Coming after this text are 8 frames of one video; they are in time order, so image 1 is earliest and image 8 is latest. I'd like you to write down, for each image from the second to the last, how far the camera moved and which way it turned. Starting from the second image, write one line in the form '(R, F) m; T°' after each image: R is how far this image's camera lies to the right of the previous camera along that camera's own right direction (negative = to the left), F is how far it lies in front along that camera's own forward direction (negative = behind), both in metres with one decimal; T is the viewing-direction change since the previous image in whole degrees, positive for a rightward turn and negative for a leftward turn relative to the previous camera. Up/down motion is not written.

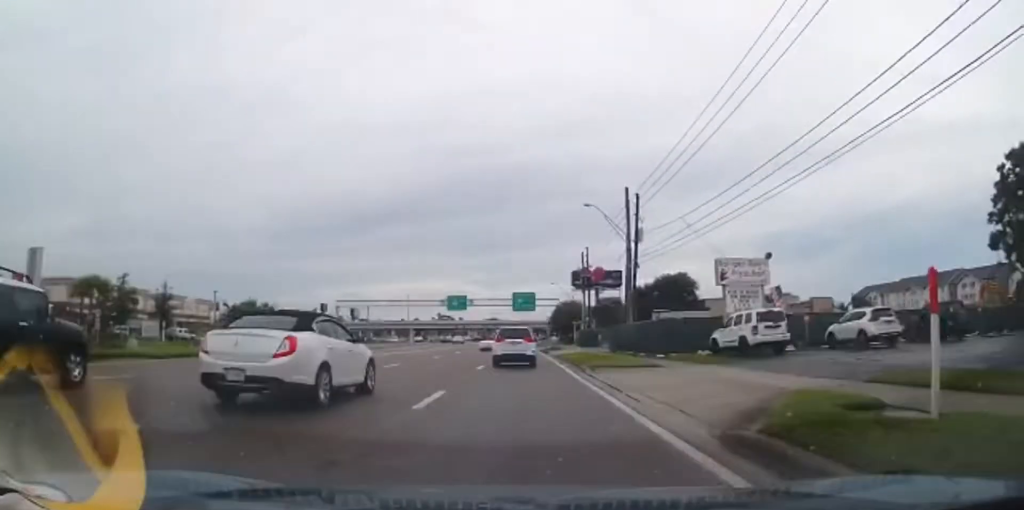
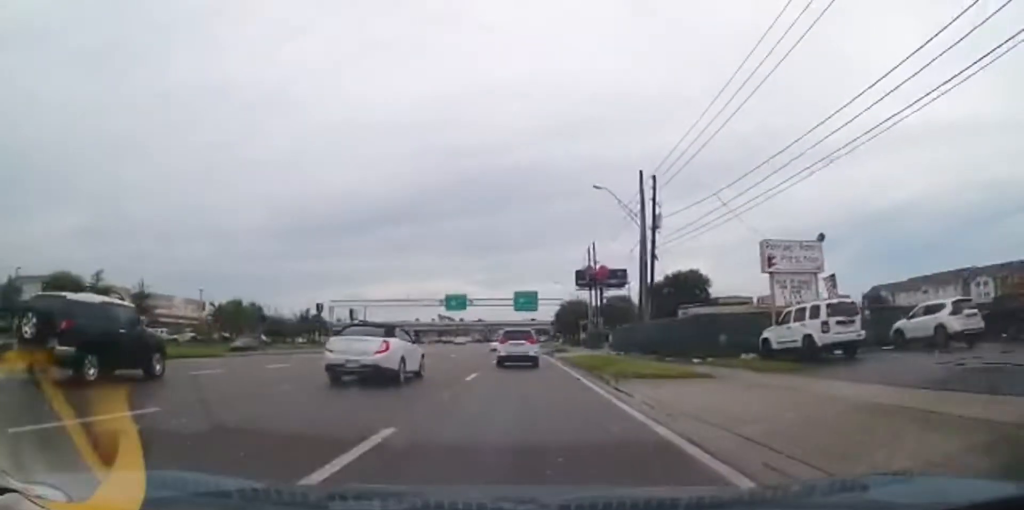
(0.0, +5.1) m; +2°
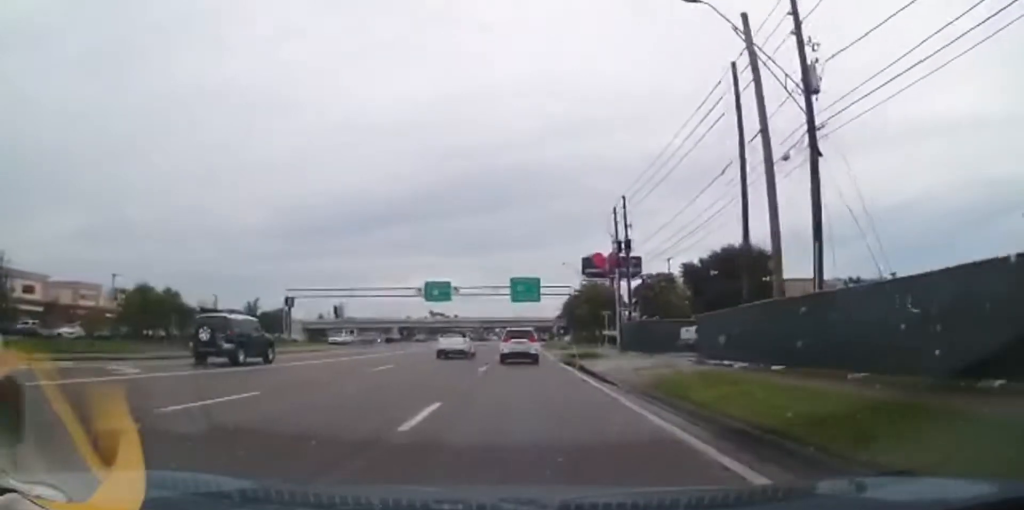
(+0.4, +21.4) m; -1°
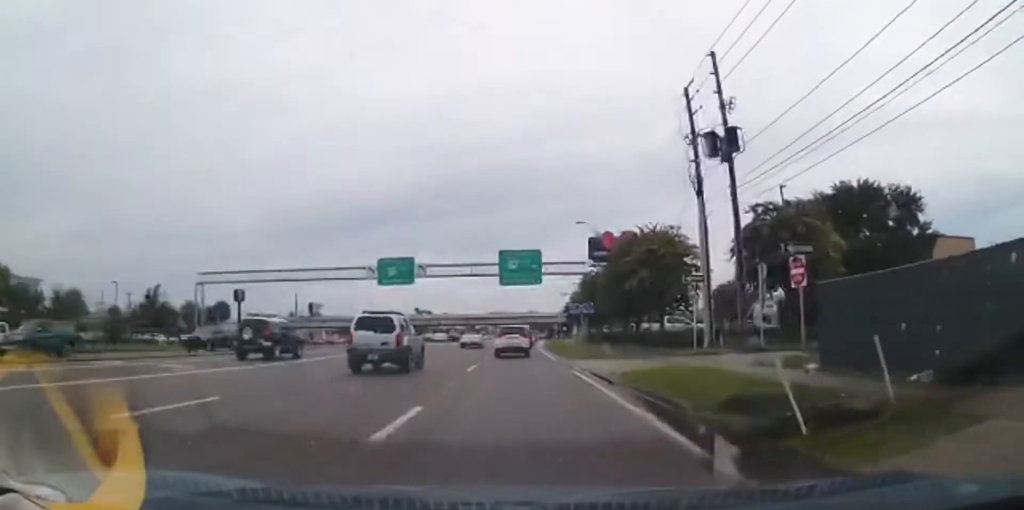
(-0.5, +26.3) m; -1°
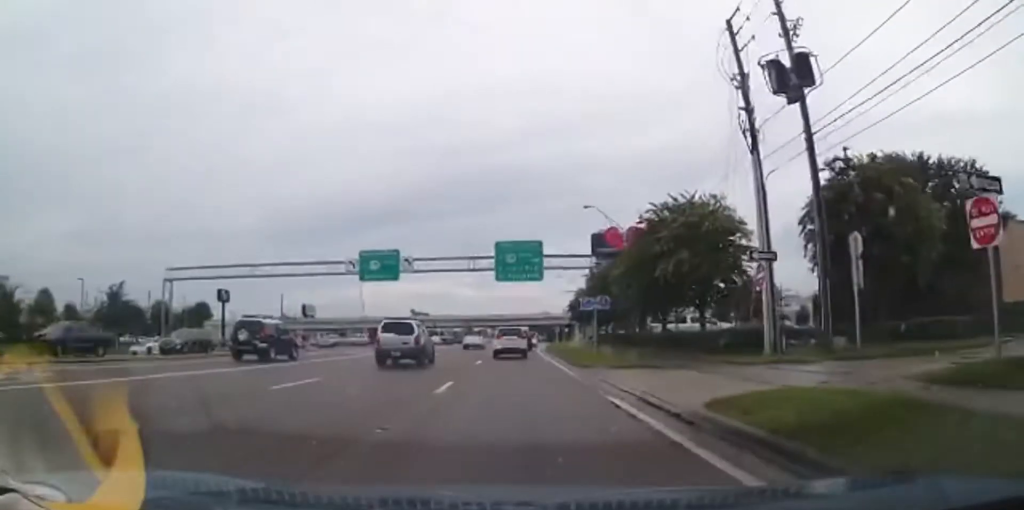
(0.0, +7.0) m; +1°
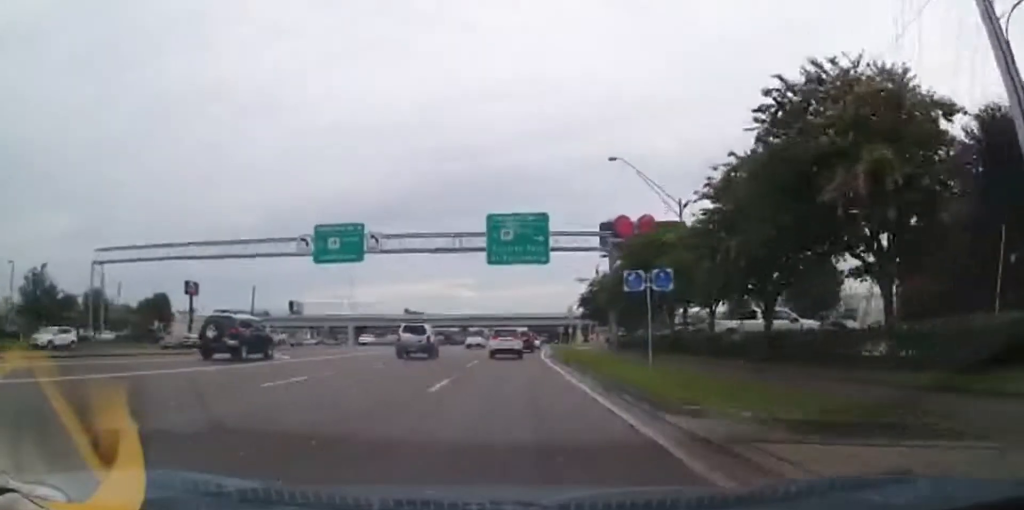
(+0.1, +12.6) m; +2°
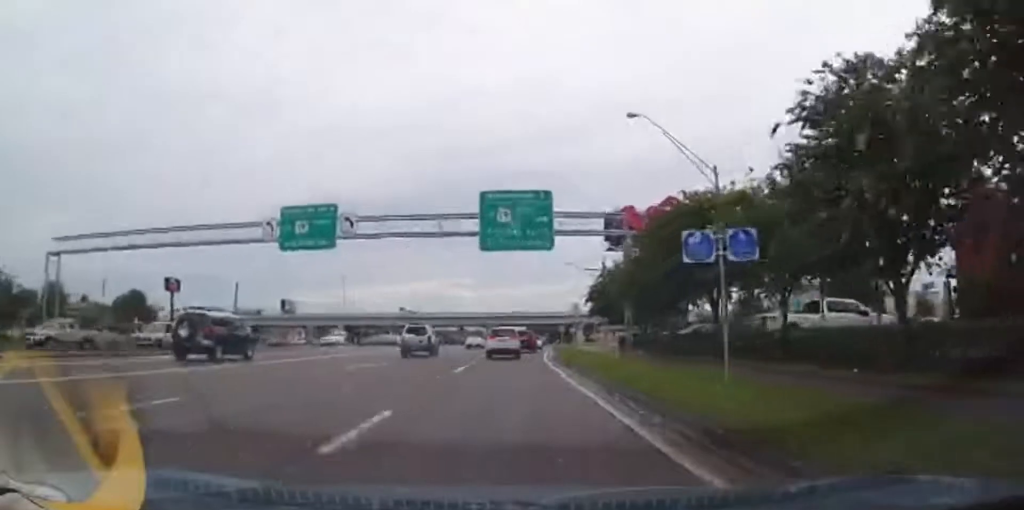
(+0.2, +6.5) m; +1°
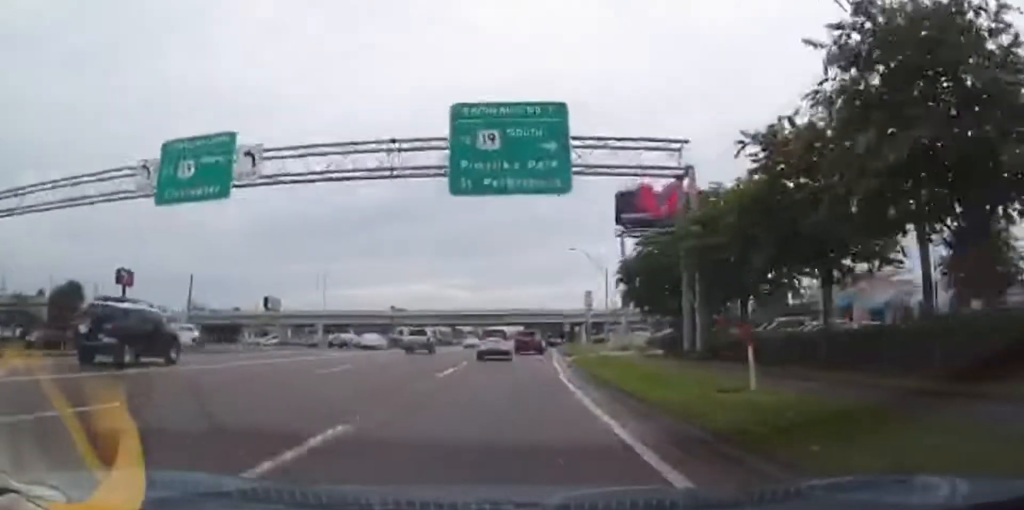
(+0.2, +14.1) m; -1°
